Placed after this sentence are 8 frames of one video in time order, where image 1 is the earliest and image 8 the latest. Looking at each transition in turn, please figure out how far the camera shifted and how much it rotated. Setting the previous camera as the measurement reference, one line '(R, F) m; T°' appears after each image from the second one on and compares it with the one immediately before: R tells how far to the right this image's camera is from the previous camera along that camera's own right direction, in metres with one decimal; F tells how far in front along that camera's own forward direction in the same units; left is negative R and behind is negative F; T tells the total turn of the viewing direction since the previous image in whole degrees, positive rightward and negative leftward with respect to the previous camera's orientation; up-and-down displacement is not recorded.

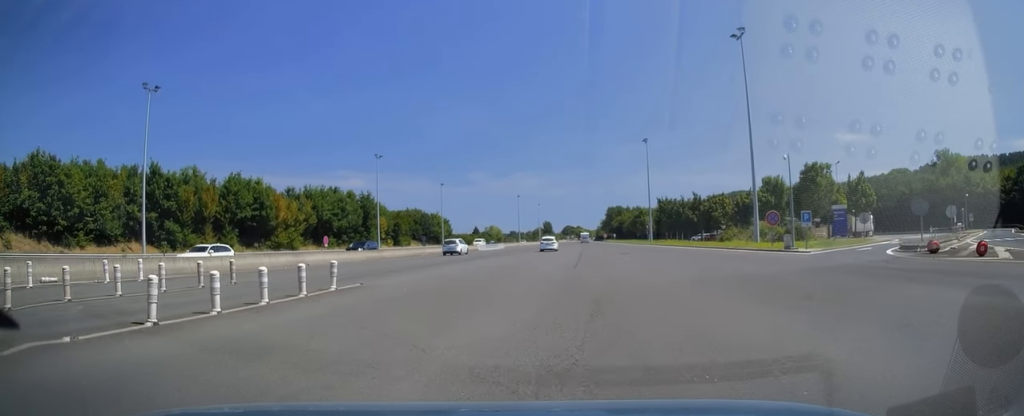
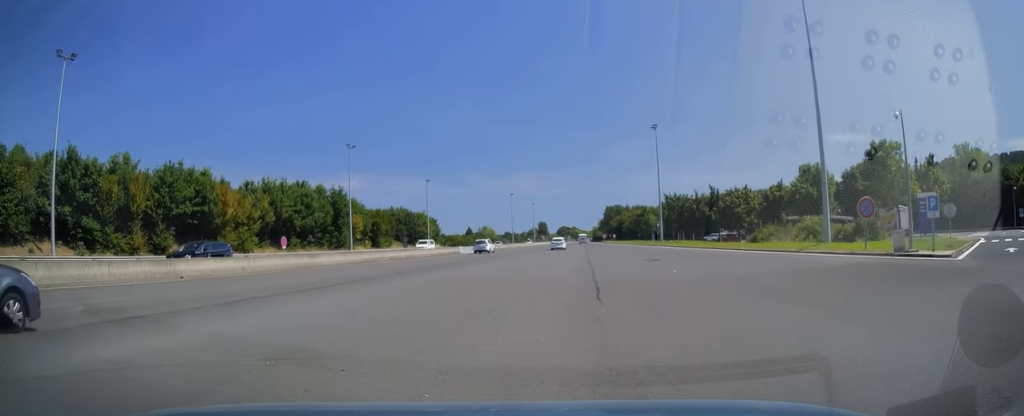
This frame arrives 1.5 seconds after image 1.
(-0.2, +15.1) m; -1°
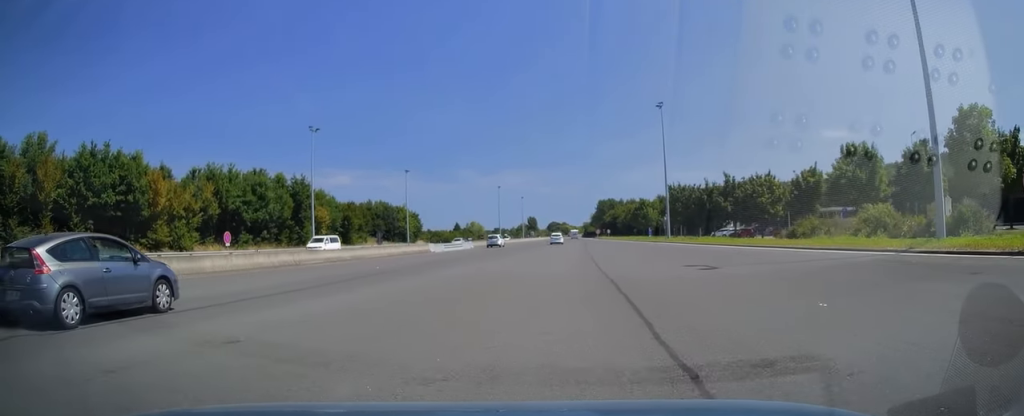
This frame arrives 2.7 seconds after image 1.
(0.0, +13.6) m; 0°
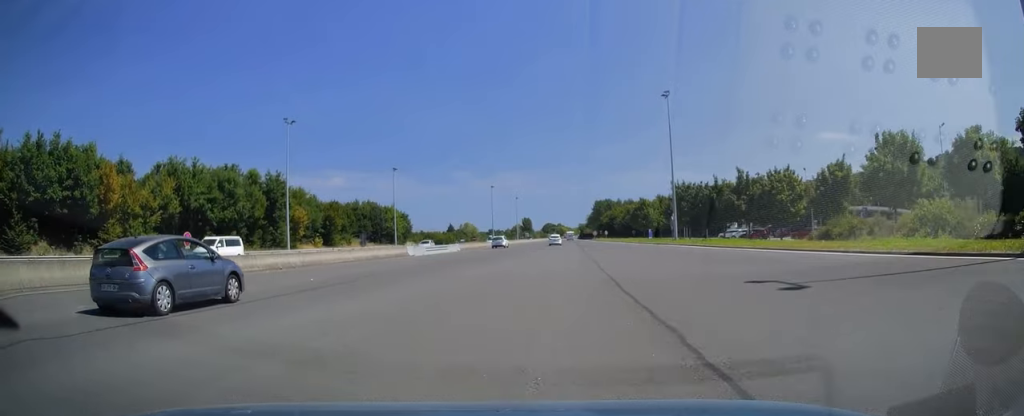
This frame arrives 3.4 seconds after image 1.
(0.0, +7.8) m; +1°
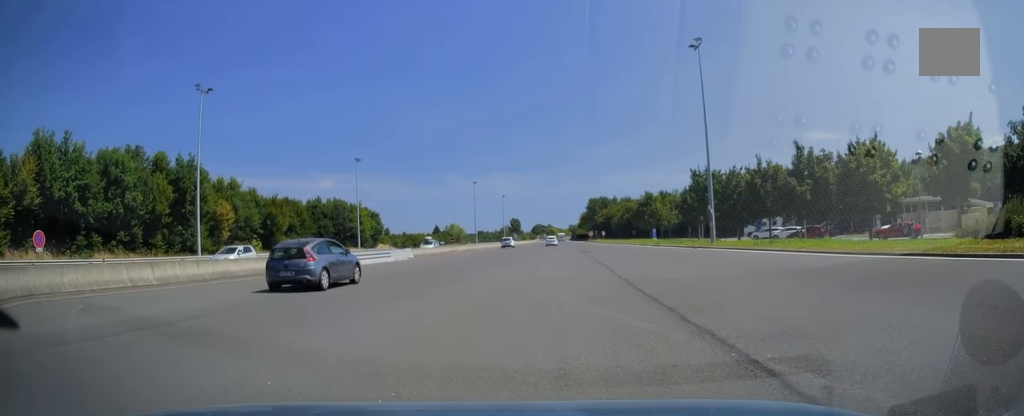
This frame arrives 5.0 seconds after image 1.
(+0.4, +21.1) m; +1°
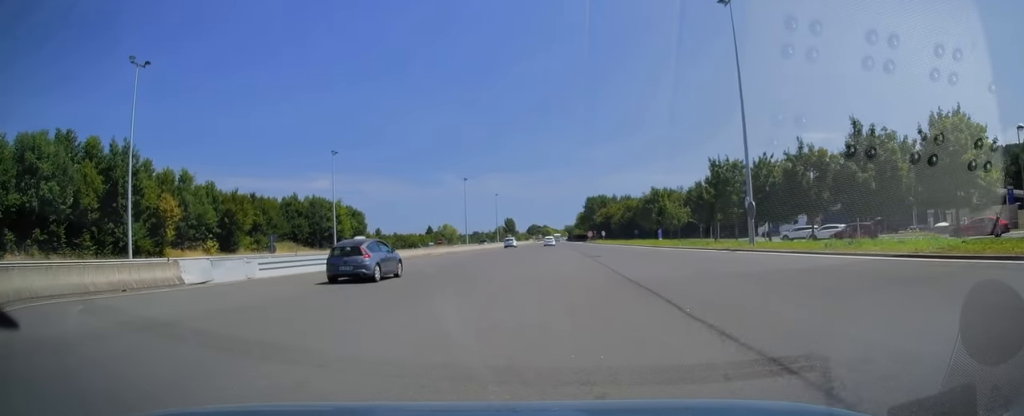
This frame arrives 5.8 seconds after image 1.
(0.0, +11.6) m; 0°
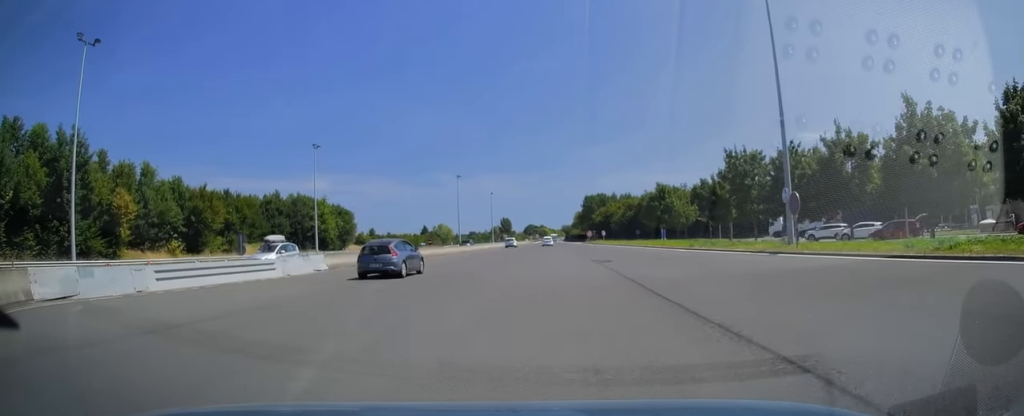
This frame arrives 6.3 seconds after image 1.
(0.0, +7.6) m; 0°
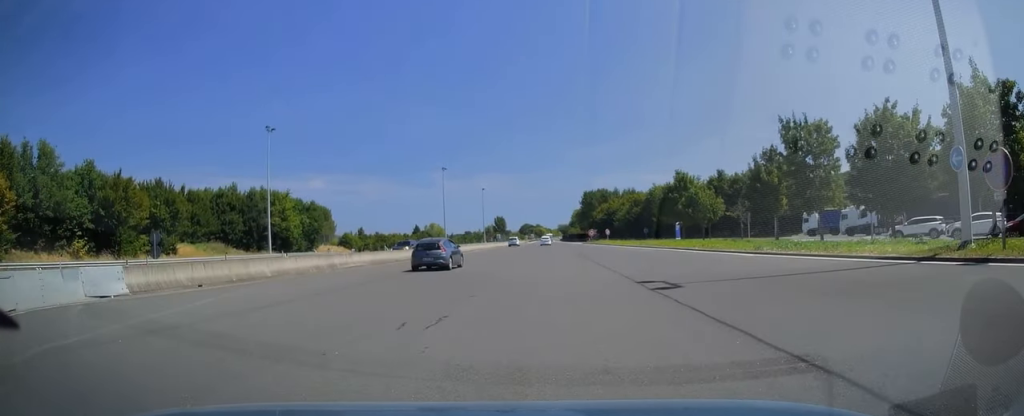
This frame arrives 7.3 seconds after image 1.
(0.0, +17.1) m; 0°
